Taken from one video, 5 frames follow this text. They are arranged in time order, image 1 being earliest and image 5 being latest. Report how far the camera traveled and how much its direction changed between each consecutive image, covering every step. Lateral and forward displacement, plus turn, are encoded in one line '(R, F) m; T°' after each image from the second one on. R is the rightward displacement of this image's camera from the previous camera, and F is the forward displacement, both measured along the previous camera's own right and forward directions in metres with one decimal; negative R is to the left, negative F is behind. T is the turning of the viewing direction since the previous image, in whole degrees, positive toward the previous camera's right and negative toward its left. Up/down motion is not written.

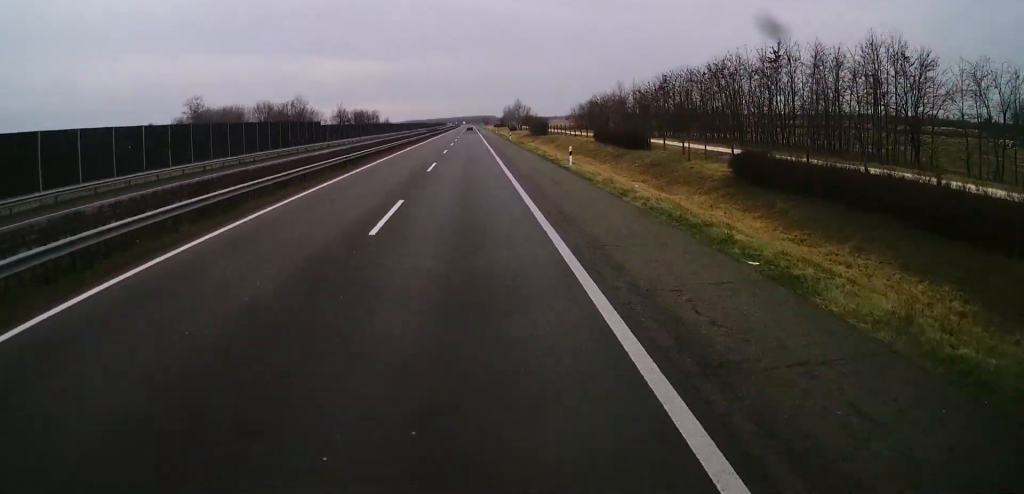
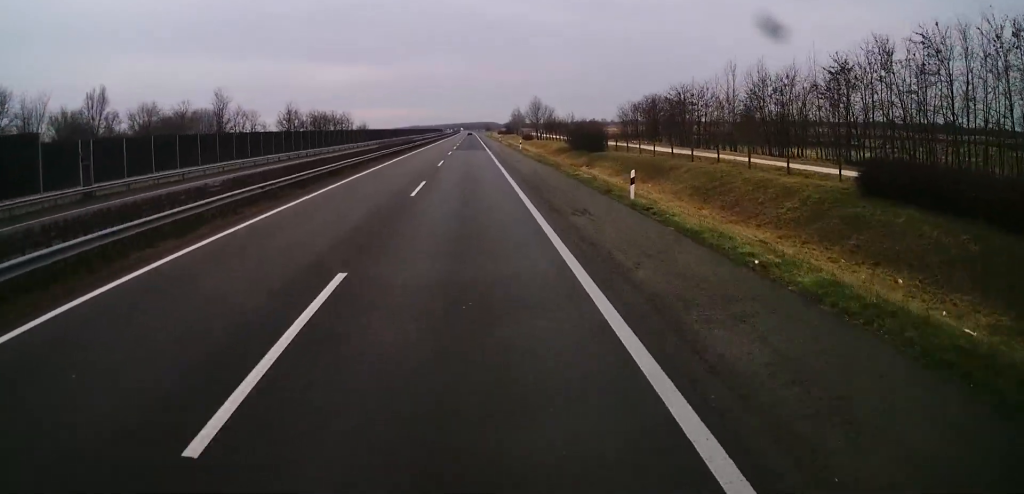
(0.0, +64.0) m; 0°
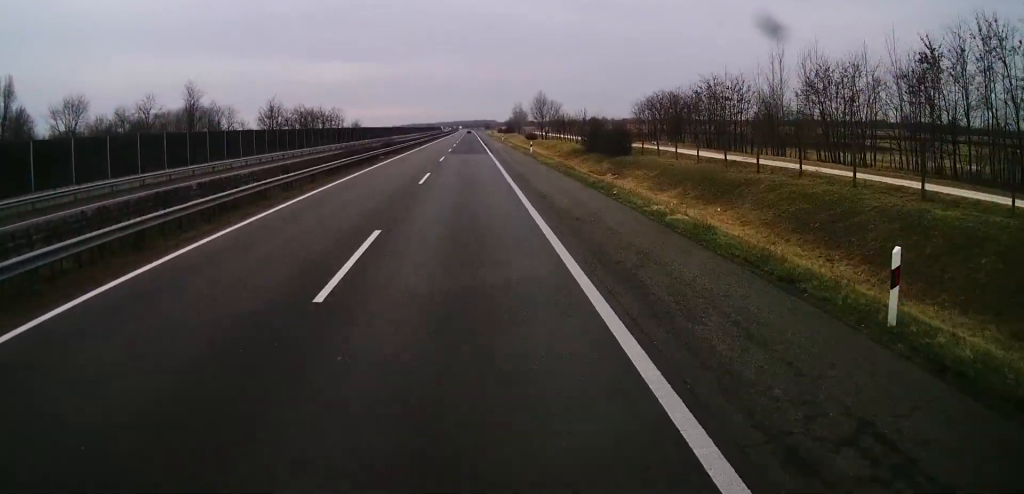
(0.0, +13.9) m; 0°
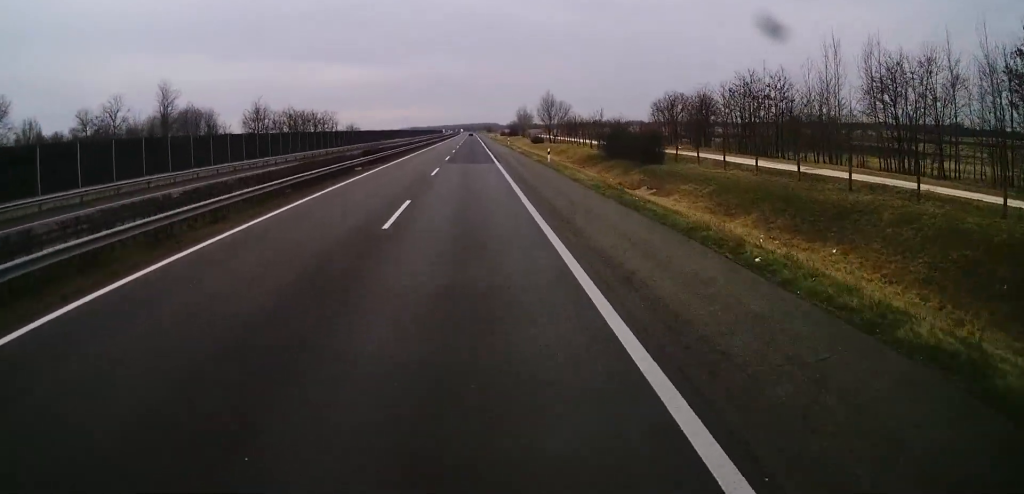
(0.0, +11.6) m; 0°
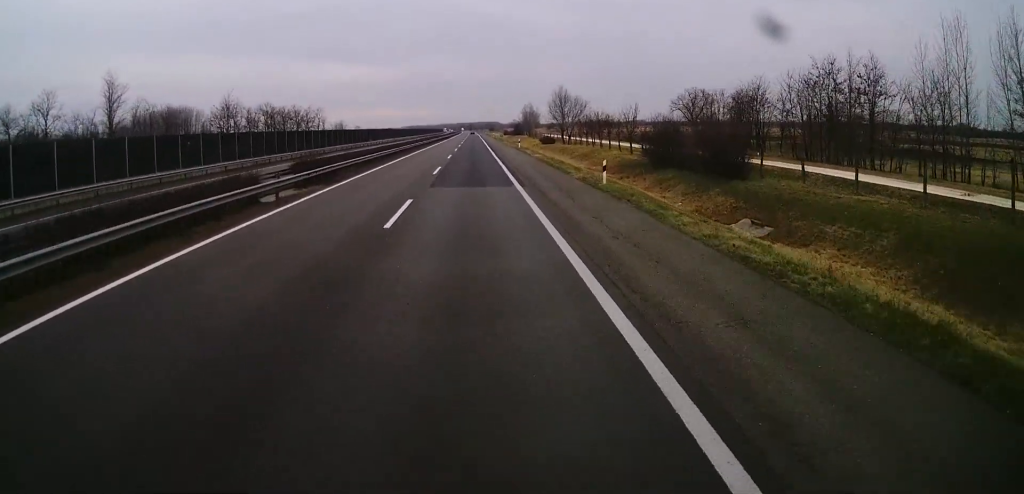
(0.0, +18.5) m; 0°
